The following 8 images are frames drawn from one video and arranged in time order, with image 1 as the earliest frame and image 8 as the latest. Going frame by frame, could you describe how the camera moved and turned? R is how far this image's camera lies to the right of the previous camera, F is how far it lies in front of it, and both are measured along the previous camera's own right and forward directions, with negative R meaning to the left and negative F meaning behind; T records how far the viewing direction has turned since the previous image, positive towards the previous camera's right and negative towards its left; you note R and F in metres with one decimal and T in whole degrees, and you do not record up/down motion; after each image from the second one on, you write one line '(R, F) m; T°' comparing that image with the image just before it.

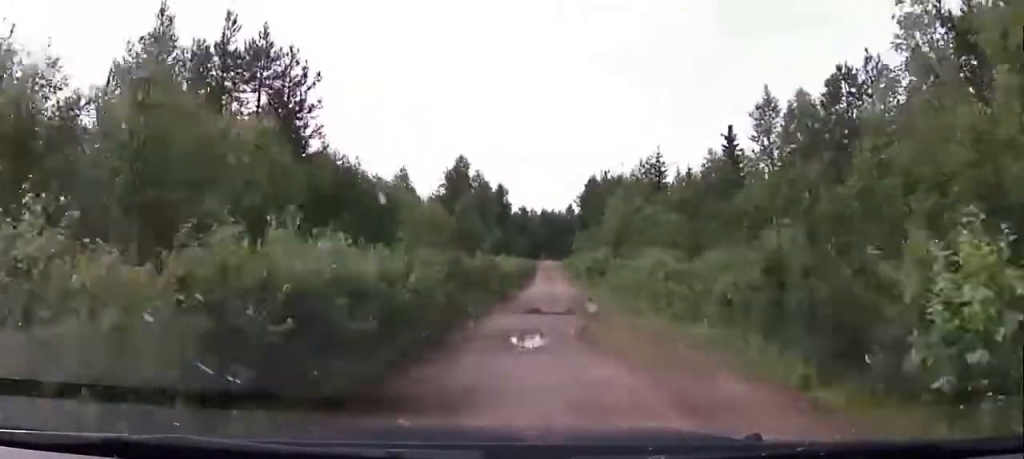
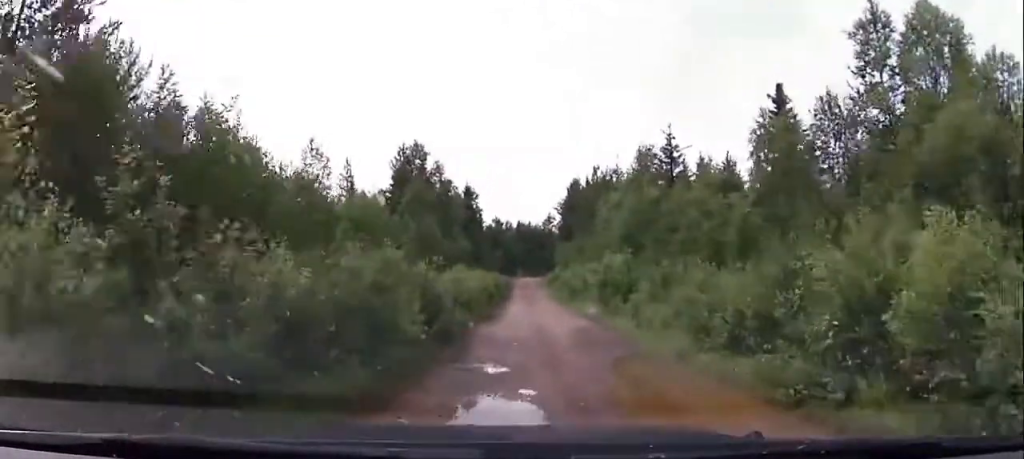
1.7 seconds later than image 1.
(-0.1, +16.2) m; -2°
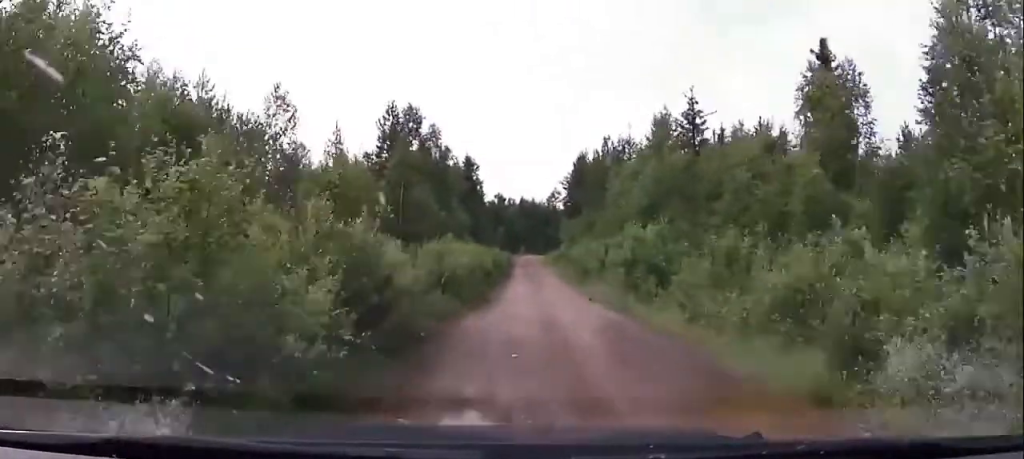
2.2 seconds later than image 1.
(0.0, +5.0) m; -1°
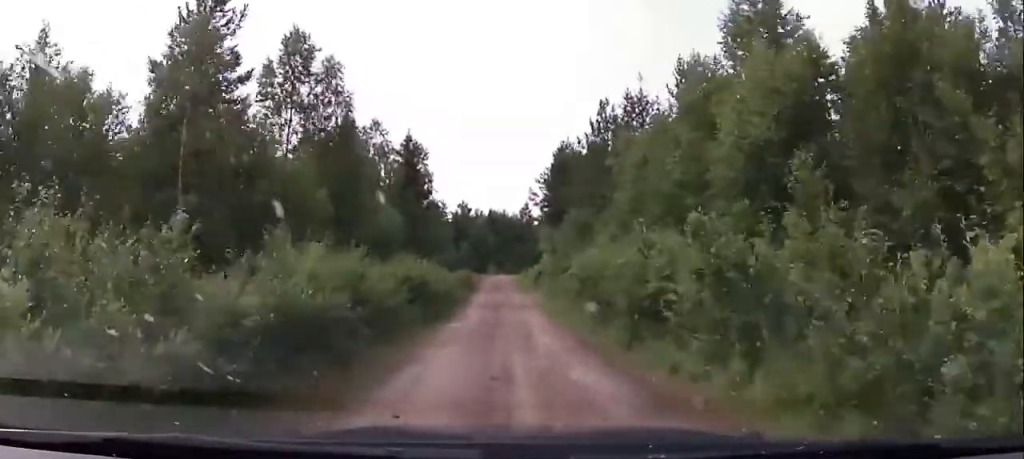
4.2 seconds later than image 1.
(+0.8, +16.9) m; +9°
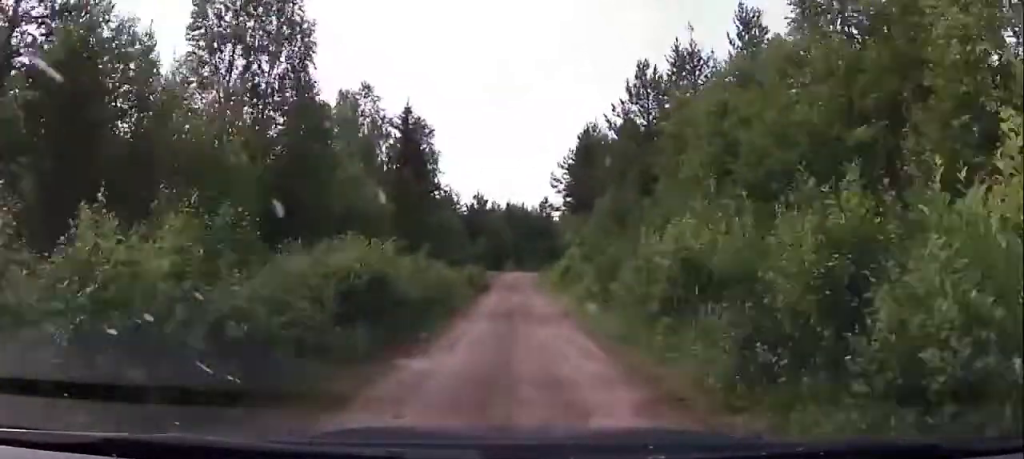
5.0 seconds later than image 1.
(+0.7, +6.7) m; 0°
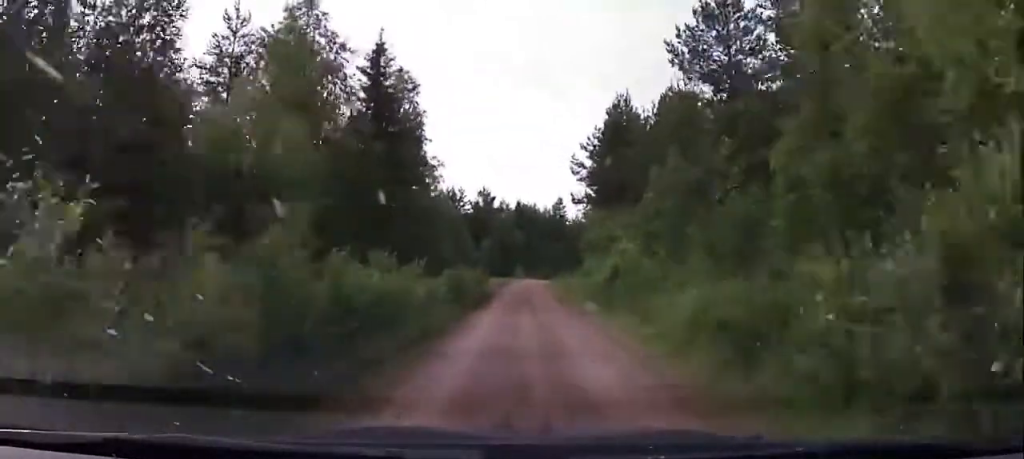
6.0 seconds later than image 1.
(-1.1, +10.9) m; -6°
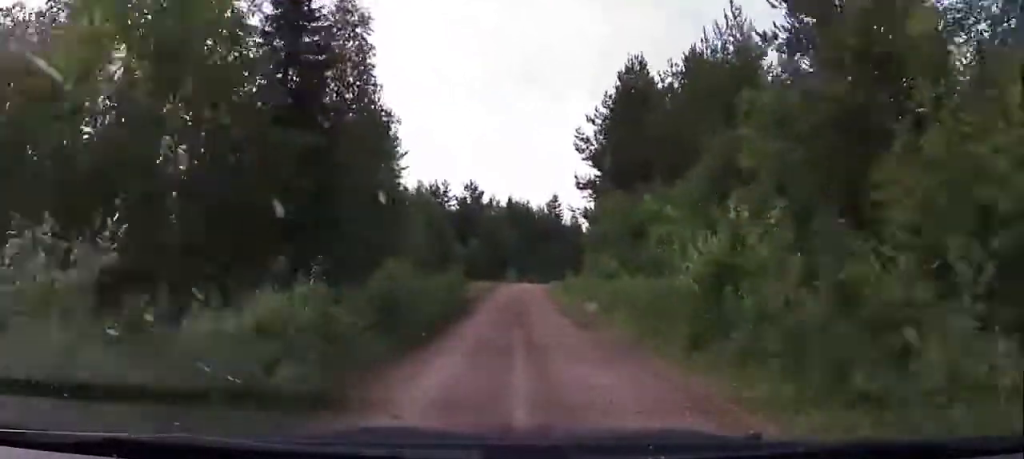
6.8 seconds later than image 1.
(0.0, +9.2) m; 0°
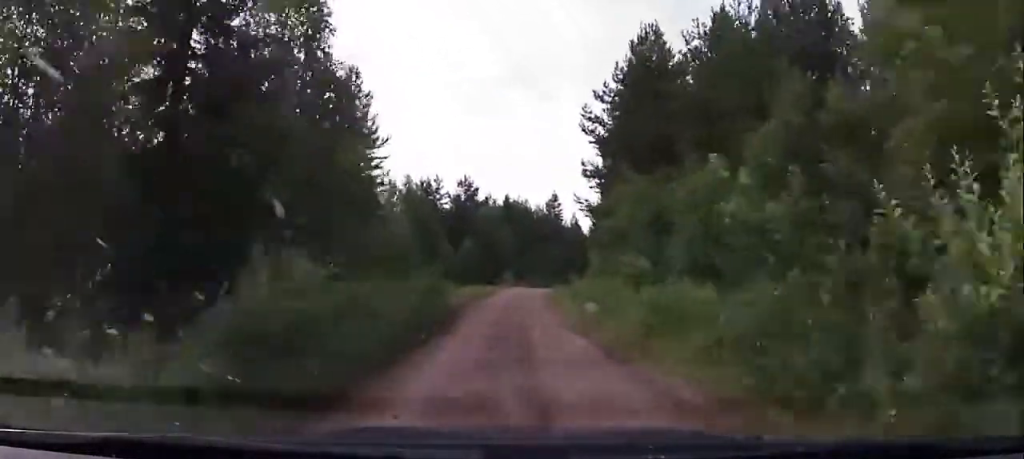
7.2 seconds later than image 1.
(0.0, +5.7) m; 0°
